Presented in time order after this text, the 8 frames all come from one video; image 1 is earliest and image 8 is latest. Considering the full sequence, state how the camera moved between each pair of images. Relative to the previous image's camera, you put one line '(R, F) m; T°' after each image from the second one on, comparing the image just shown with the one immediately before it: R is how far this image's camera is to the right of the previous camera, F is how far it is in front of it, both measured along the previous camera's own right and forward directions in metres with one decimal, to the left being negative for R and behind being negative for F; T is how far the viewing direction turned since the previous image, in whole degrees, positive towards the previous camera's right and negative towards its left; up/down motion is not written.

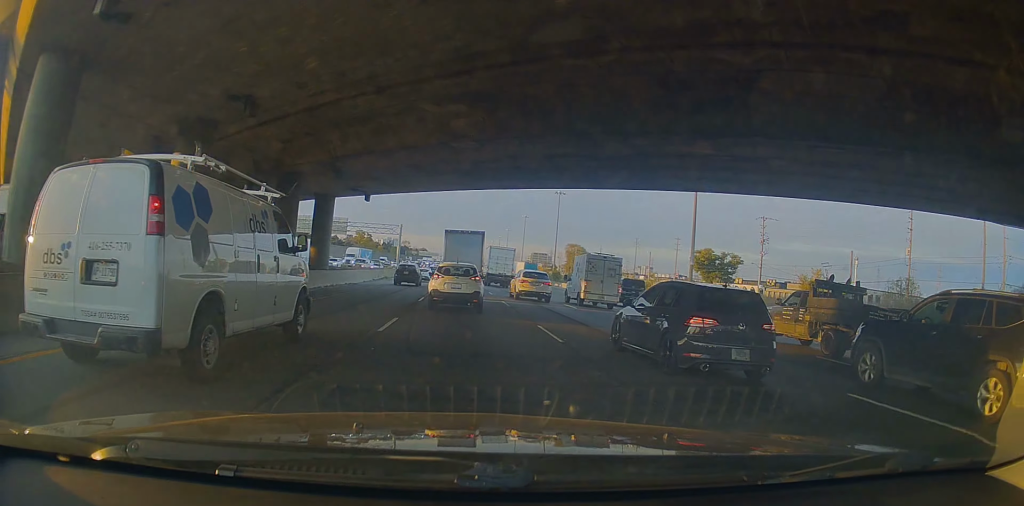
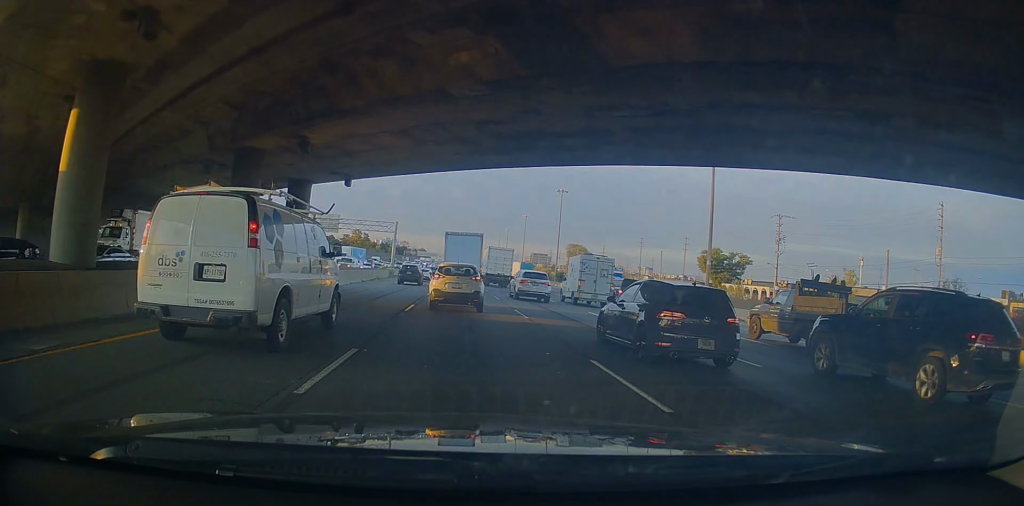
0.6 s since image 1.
(0.0, +5.9) m; +1°
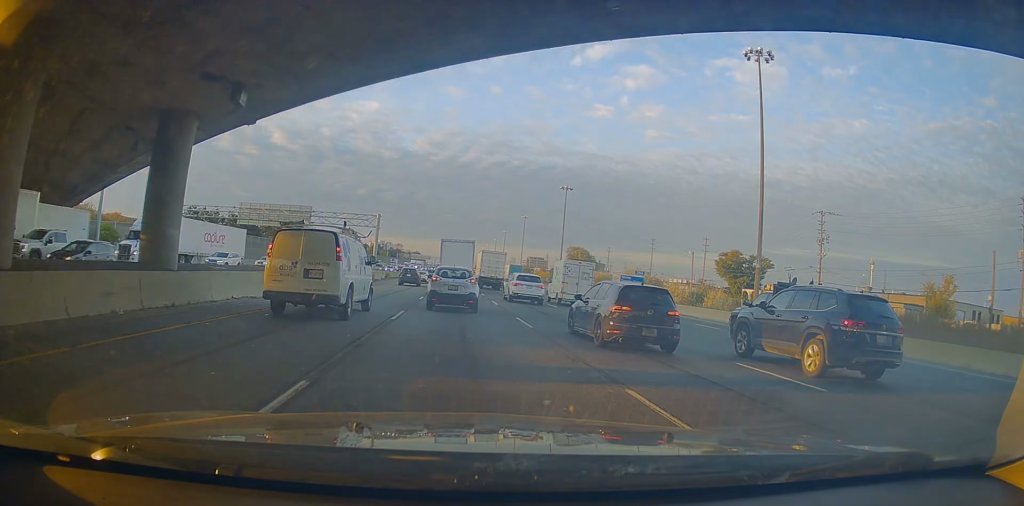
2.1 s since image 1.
(+0.5, +14.3) m; +5°
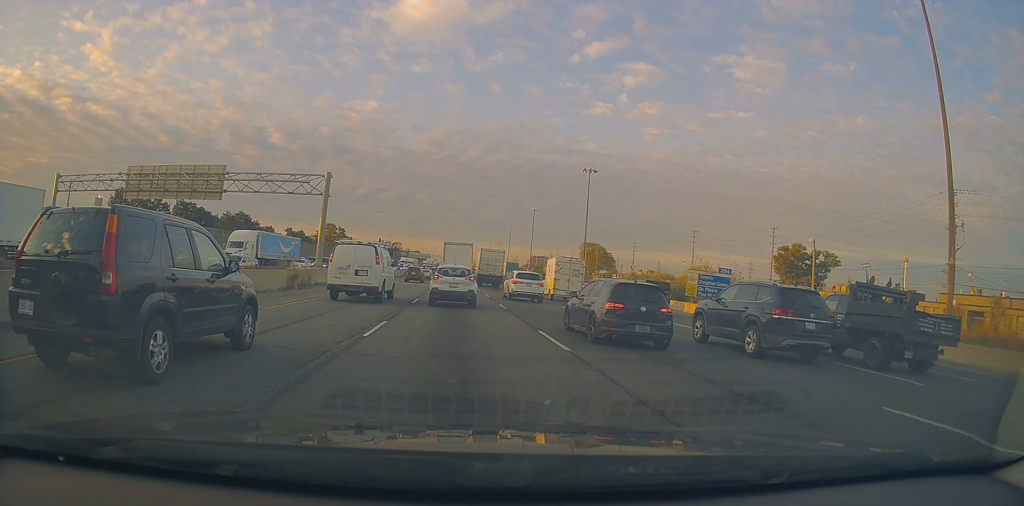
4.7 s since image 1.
(-0.1, +28.7) m; -1°
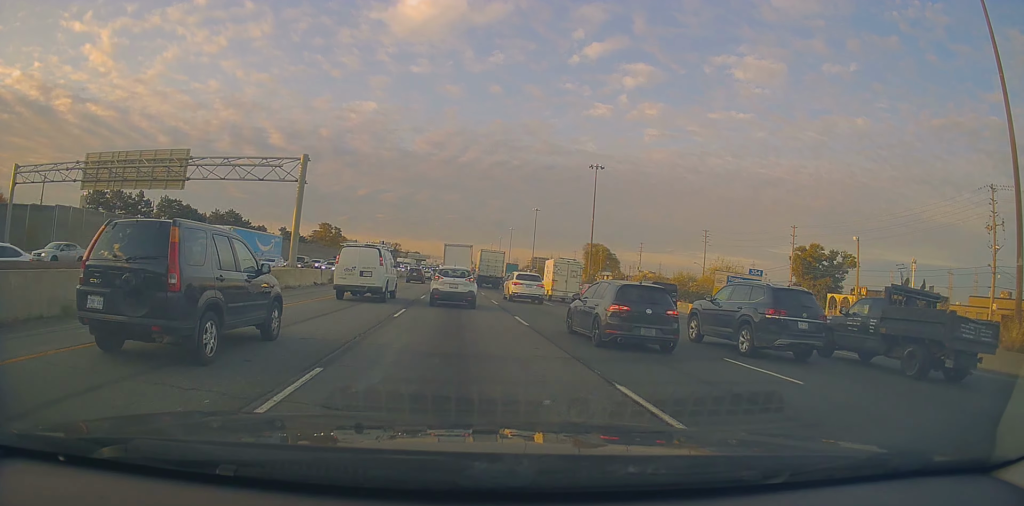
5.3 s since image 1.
(0.0, +6.9) m; 0°
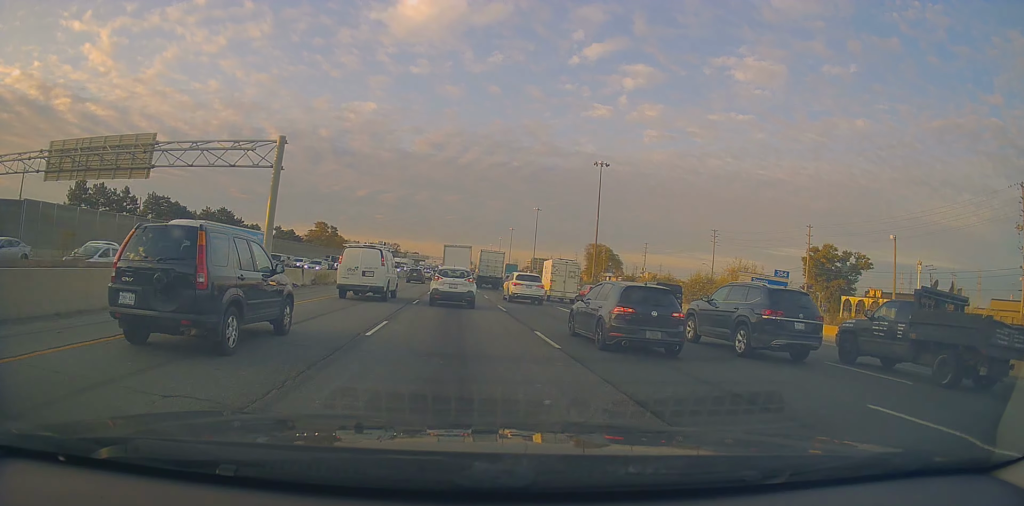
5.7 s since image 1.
(0.0, +5.0) m; 0°
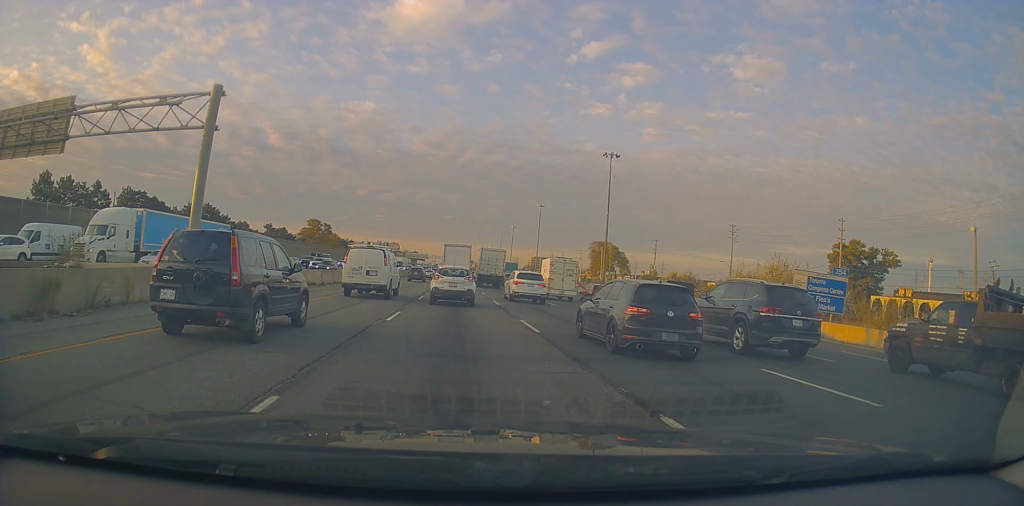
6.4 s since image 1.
(0.0, +8.9) m; 0°
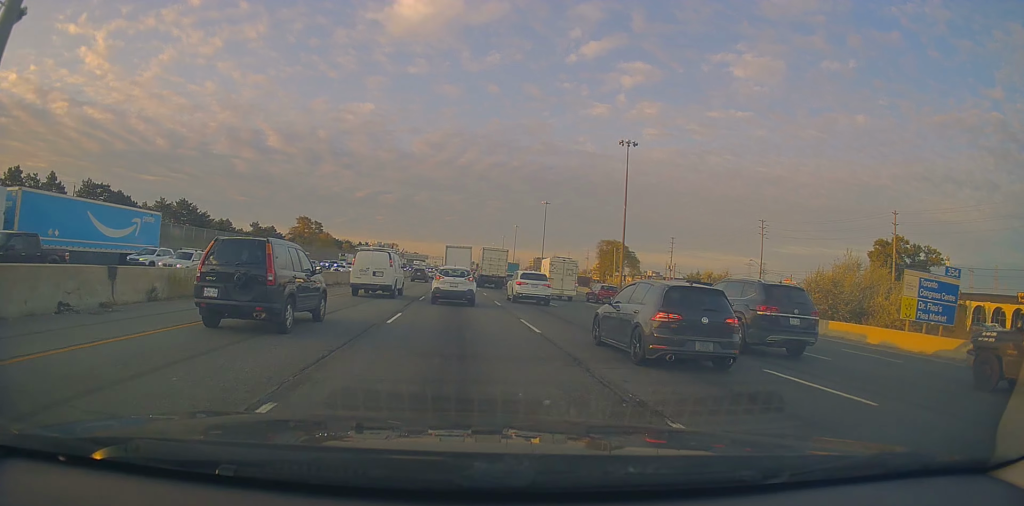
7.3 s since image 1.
(-0.1, +12.3) m; -1°
